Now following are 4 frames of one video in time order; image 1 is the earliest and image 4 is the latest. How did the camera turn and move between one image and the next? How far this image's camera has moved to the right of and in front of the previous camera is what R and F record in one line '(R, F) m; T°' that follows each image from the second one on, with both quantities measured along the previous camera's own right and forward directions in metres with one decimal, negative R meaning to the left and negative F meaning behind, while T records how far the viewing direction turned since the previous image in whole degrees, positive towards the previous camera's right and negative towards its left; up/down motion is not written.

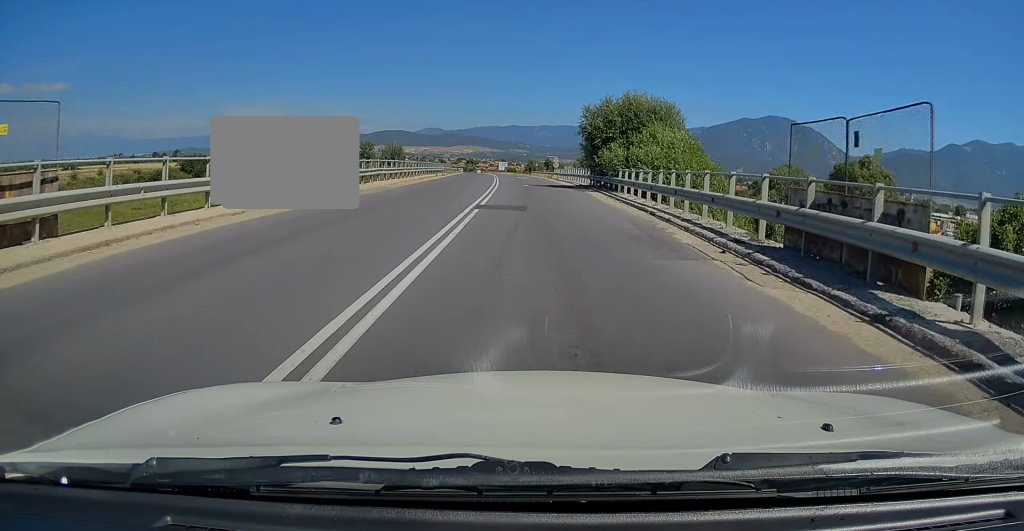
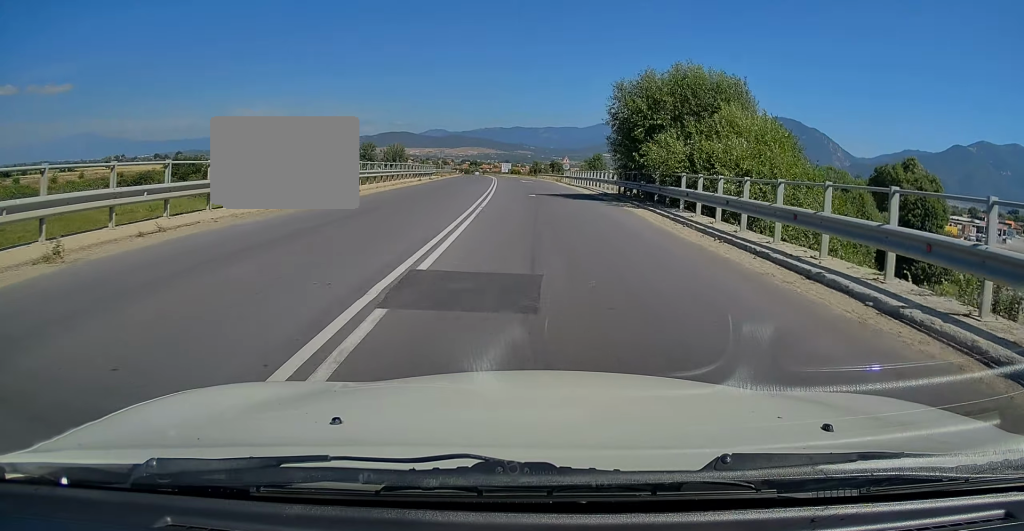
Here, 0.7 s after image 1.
(0.0, +11.6) m; 0°
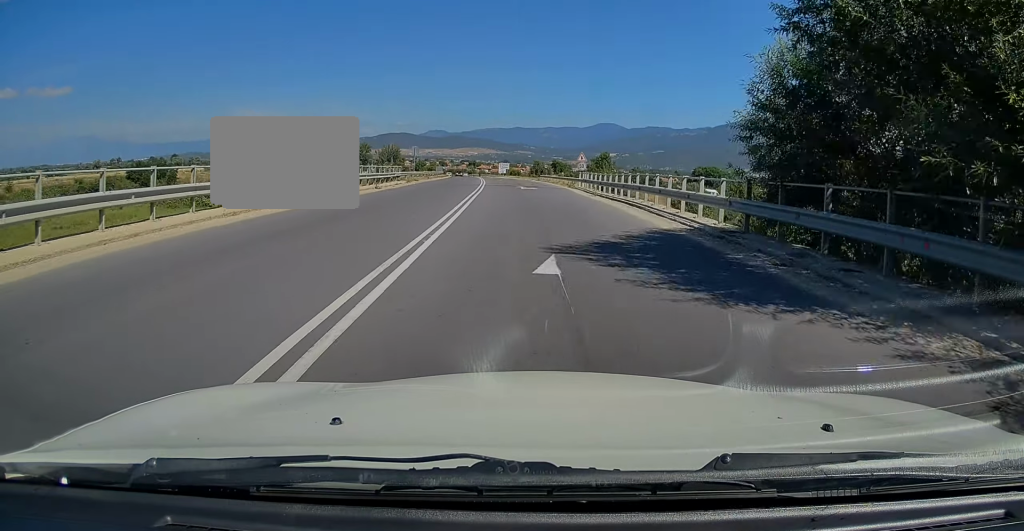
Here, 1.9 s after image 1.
(0.0, +19.3) m; 0°
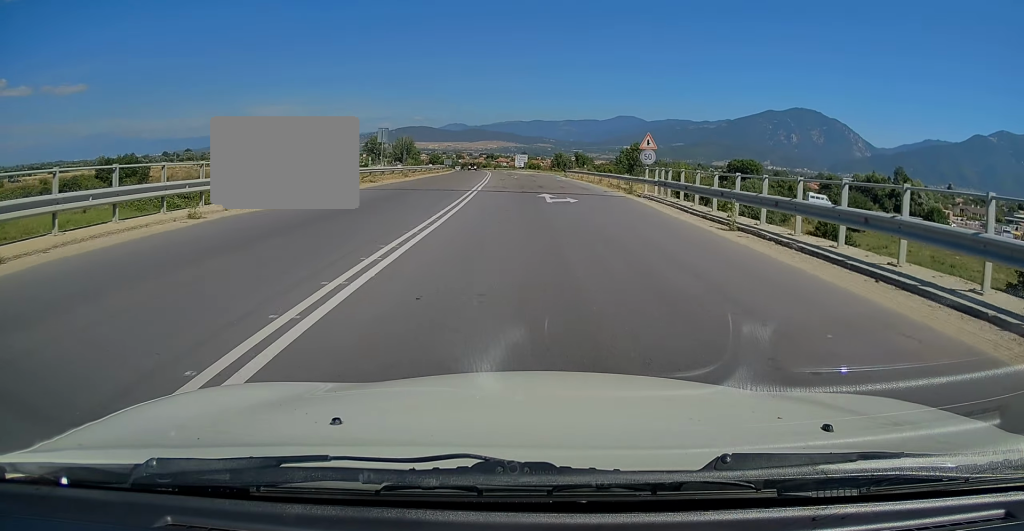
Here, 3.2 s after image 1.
(-0.1, +21.3) m; -1°
